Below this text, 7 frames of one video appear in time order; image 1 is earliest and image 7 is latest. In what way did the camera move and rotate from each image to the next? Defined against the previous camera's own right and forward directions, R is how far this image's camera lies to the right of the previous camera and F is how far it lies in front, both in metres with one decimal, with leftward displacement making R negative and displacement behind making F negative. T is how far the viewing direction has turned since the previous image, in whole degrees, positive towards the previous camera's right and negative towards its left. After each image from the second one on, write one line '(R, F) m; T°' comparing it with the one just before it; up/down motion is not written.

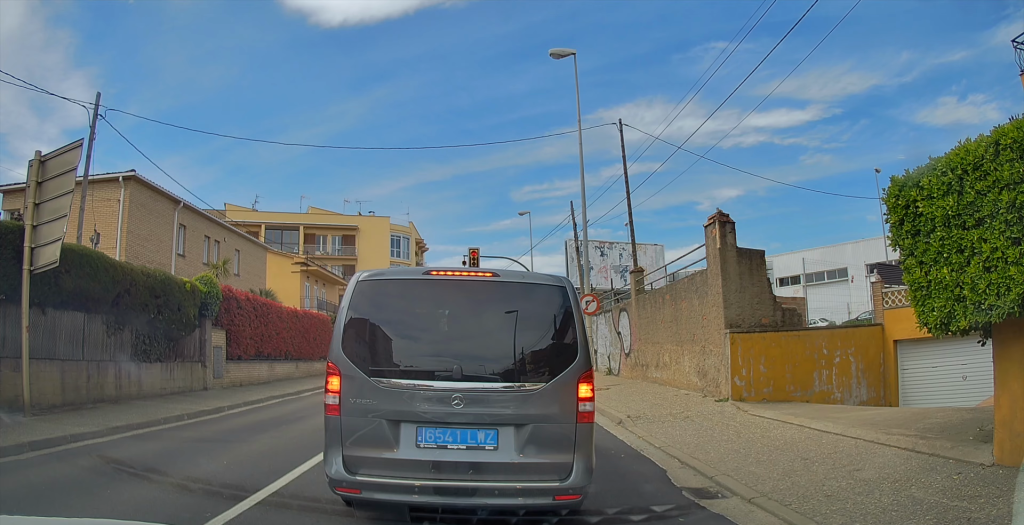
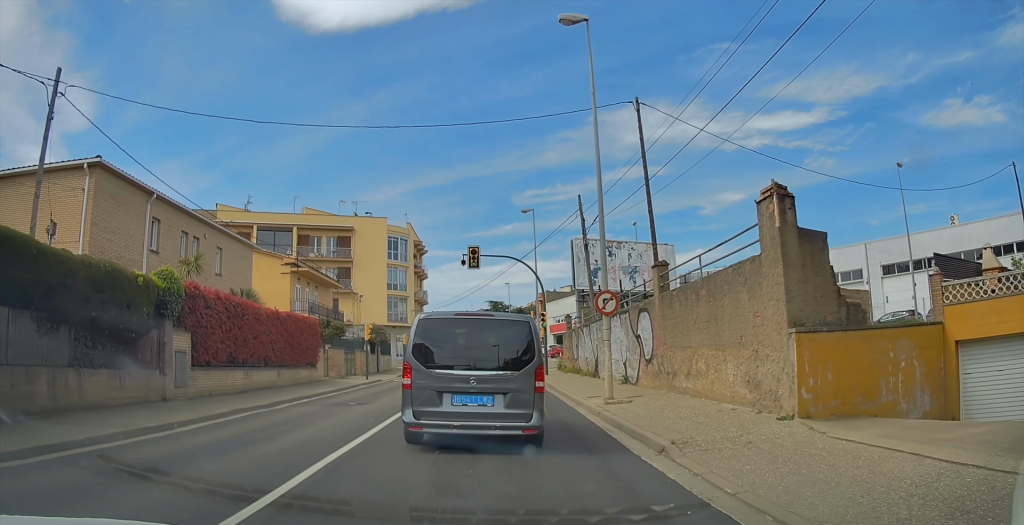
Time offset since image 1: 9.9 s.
(-0.2, +38.4) m; -1°
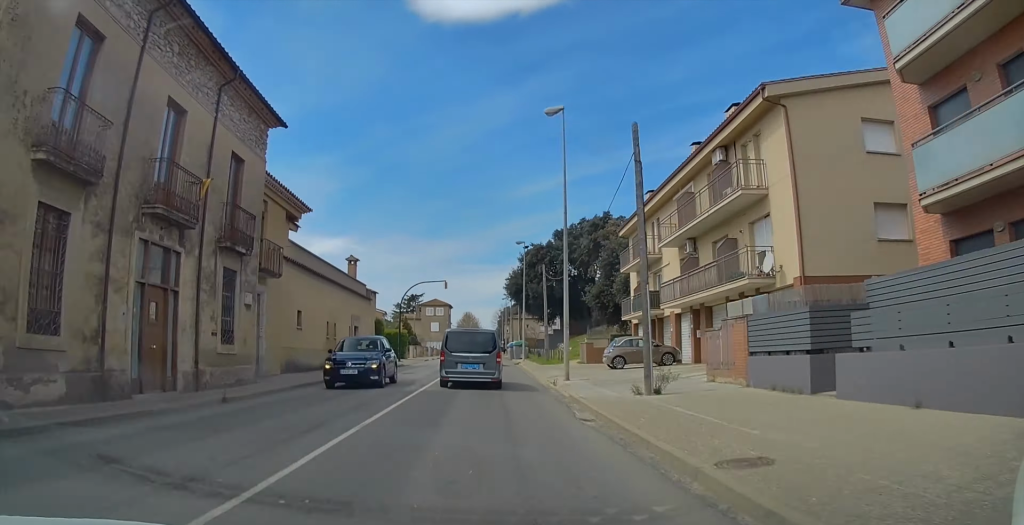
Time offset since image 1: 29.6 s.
(-21.6, +168.0) m; -12°
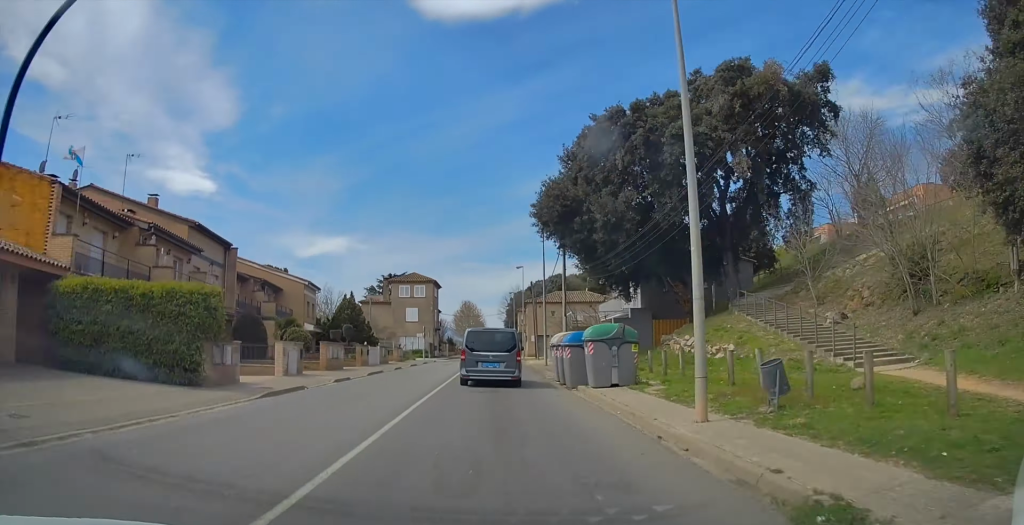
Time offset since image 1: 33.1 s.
(-0.1, +43.1) m; 0°
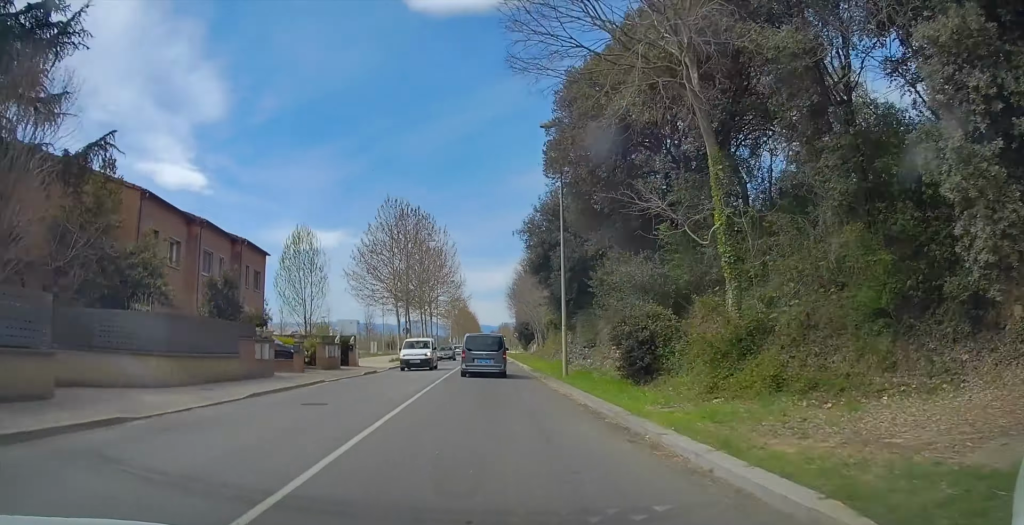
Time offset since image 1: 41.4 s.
(-0.1, +108.7) m; 0°
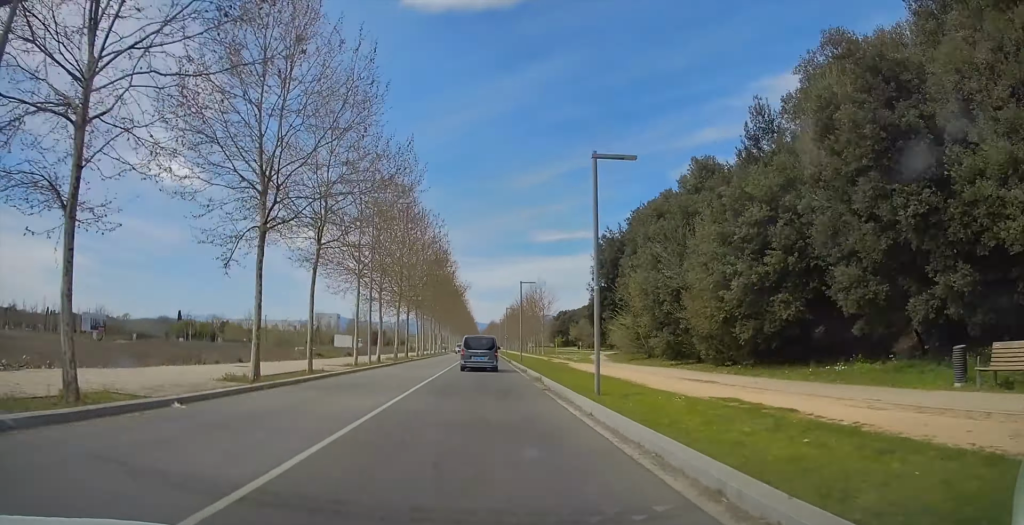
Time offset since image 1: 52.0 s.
(0.0, +148.0) m; 0°
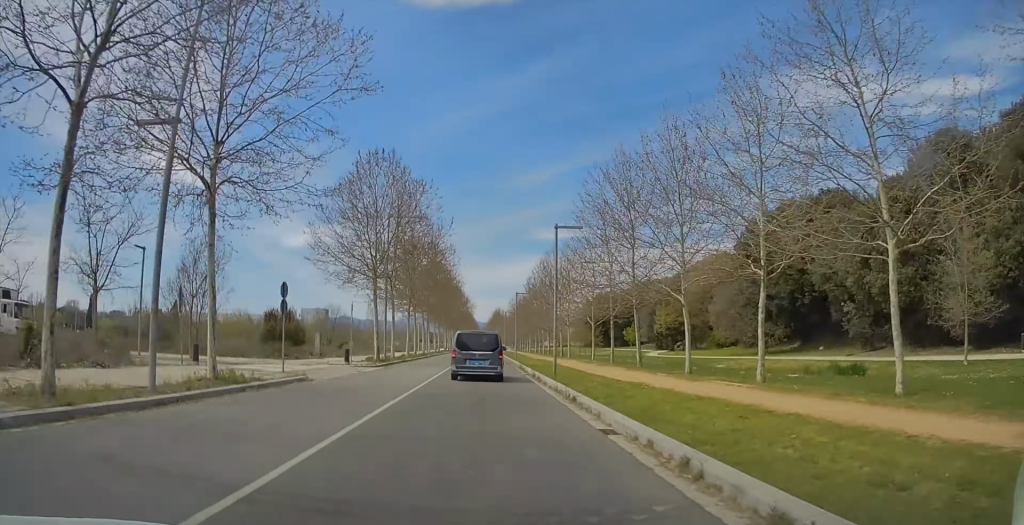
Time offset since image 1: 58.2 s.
(-0.5, +83.1) m; 0°
